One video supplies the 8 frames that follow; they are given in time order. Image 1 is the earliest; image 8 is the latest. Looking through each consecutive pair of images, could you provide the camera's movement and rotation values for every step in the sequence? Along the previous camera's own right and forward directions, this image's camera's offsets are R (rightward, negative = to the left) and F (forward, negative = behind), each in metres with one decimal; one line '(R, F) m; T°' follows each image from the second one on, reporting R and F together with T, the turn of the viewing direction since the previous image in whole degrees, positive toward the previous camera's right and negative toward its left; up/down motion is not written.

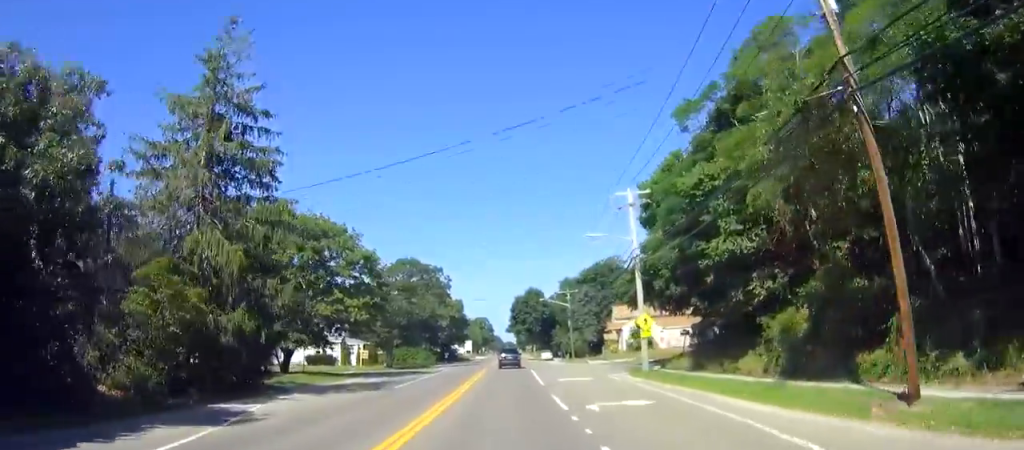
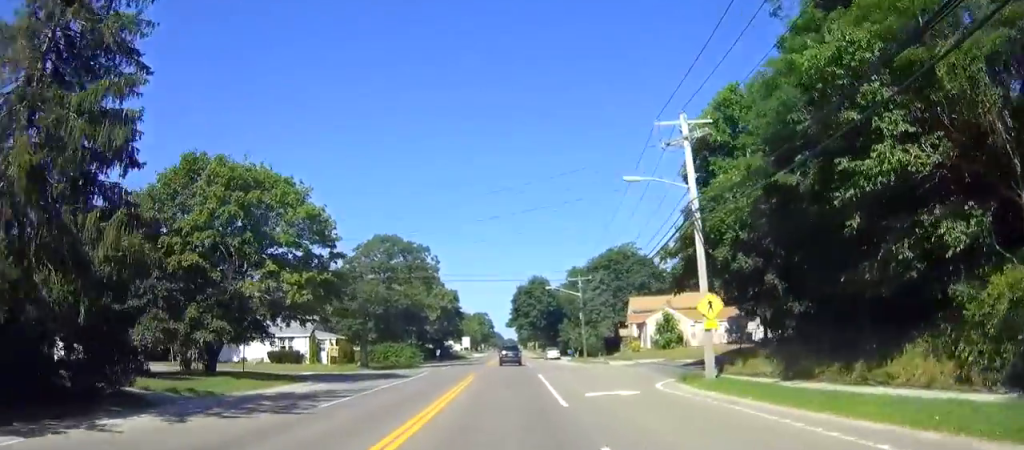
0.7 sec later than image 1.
(0.0, +12.8) m; 0°
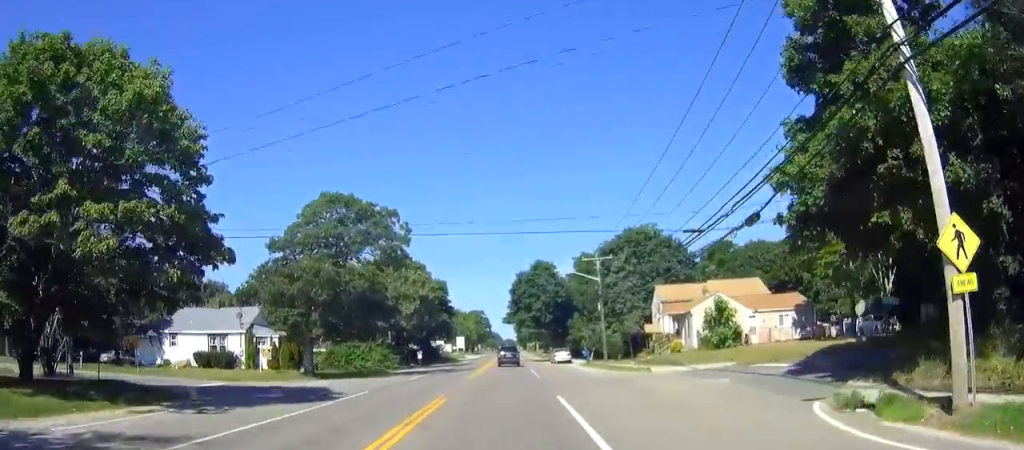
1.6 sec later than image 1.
(0.0, +16.5) m; 0°
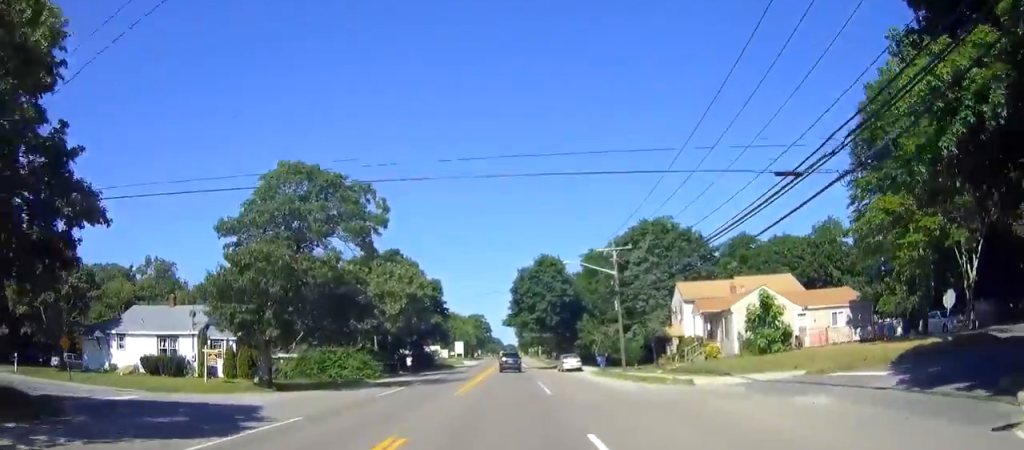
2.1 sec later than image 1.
(0.0, +8.5) m; 0°
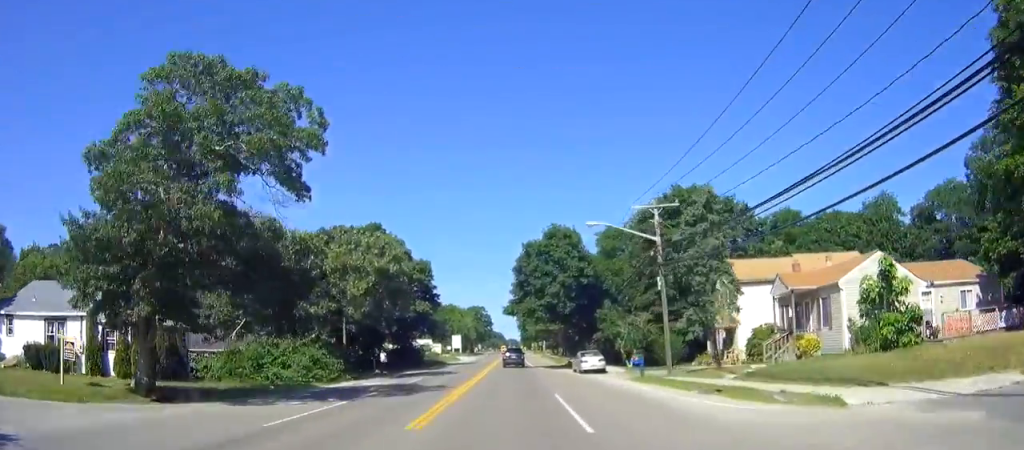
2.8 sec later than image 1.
(0.0, +13.3) m; 0°
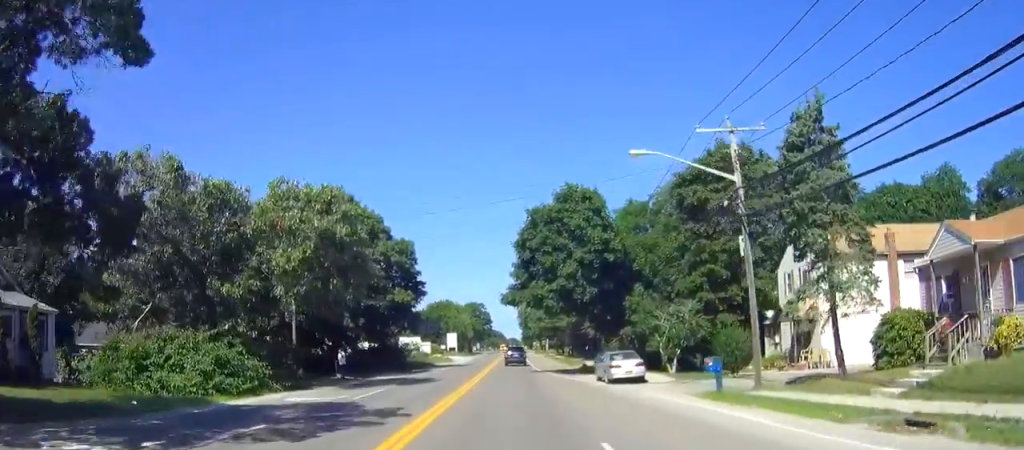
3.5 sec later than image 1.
(+0.1, +12.7) m; 0°
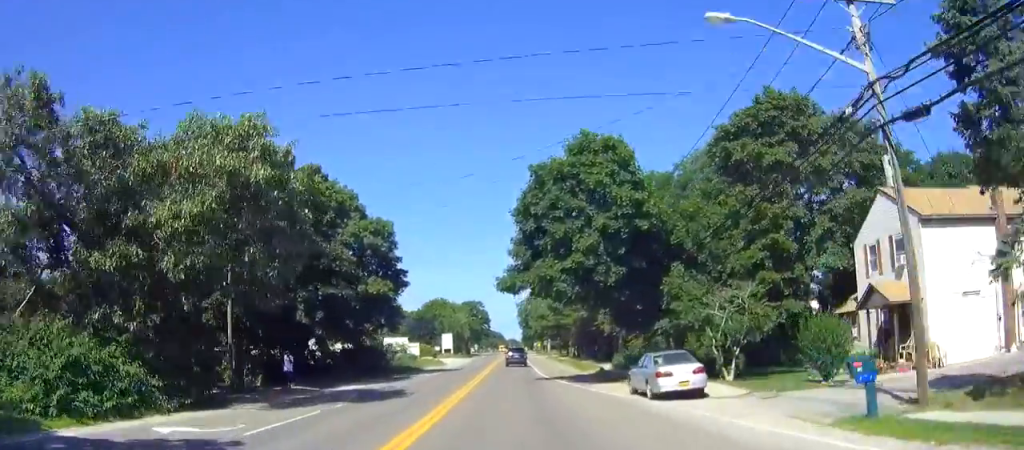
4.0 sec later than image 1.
(+0.1, +9.7) m; 0°
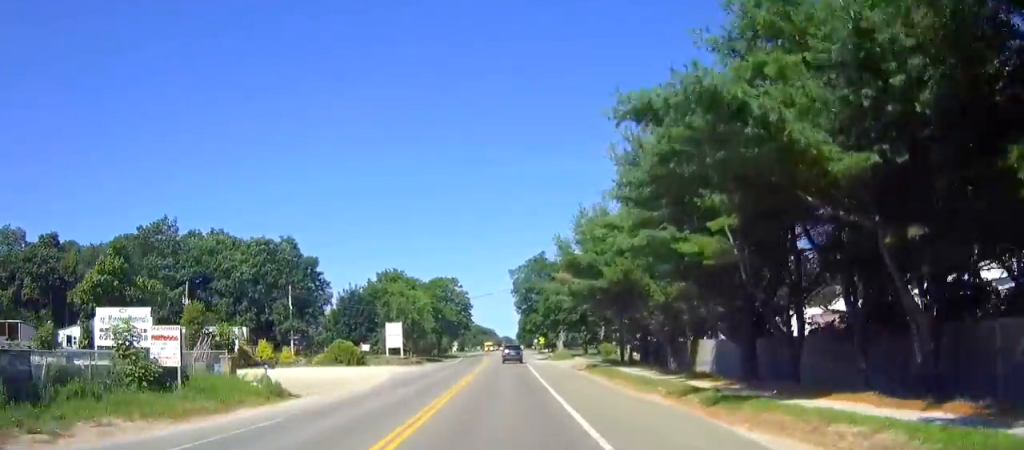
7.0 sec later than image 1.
(-0.5, +53.2) m; -1°
